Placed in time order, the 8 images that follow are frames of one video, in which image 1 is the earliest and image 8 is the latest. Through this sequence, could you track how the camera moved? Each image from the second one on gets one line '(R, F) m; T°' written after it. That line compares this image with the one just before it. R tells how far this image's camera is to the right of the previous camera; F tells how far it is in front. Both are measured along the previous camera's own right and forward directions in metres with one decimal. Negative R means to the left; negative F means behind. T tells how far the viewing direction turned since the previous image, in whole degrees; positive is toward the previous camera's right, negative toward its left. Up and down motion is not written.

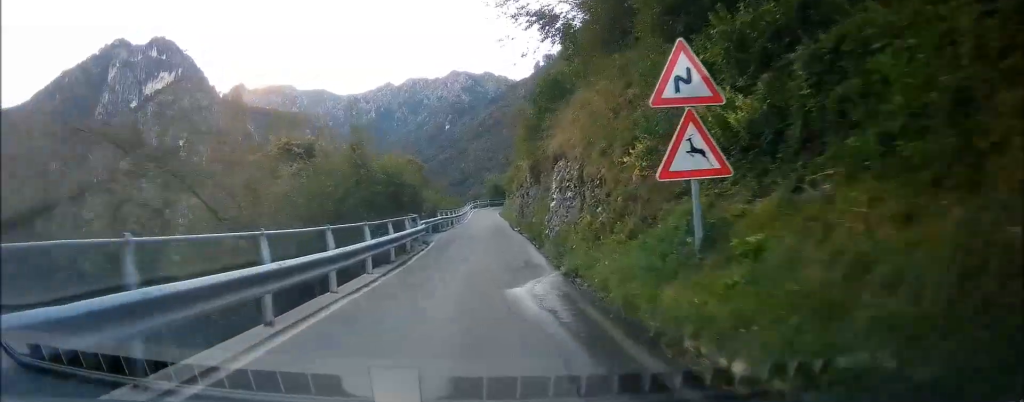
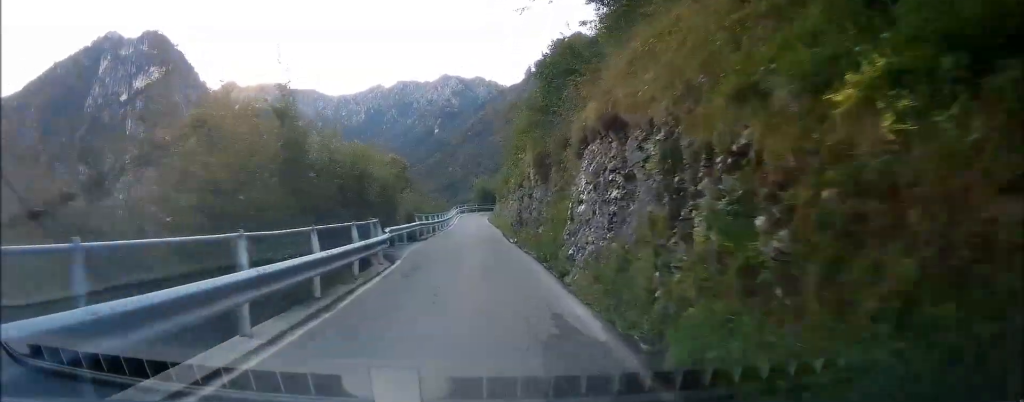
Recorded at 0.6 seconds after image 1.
(+0.2, +6.8) m; +1°
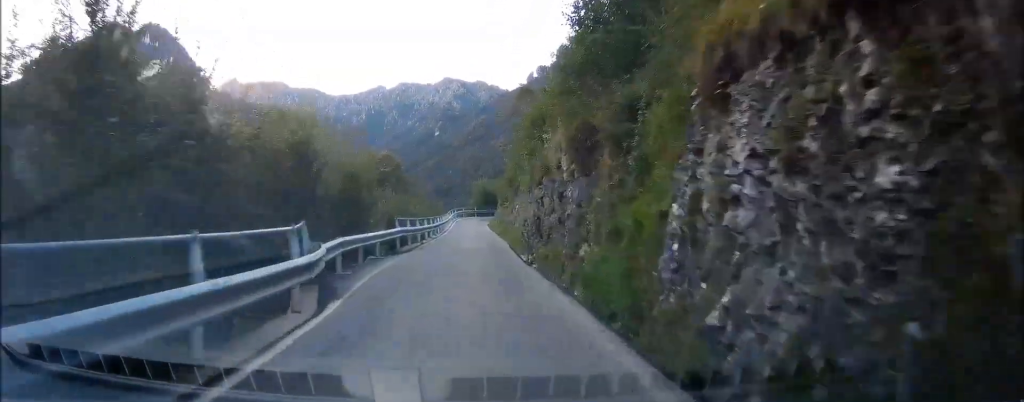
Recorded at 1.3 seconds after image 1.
(+0.3, +7.9) m; 0°
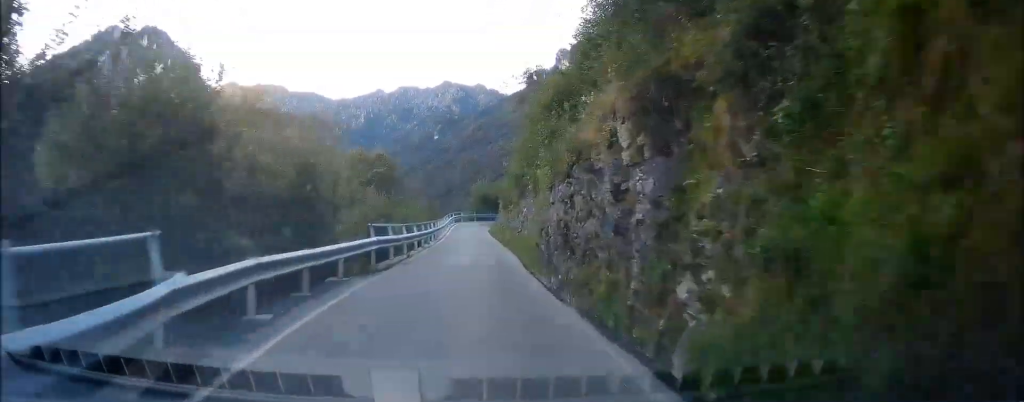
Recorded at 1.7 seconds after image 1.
(-0.2, +5.9) m; -1°
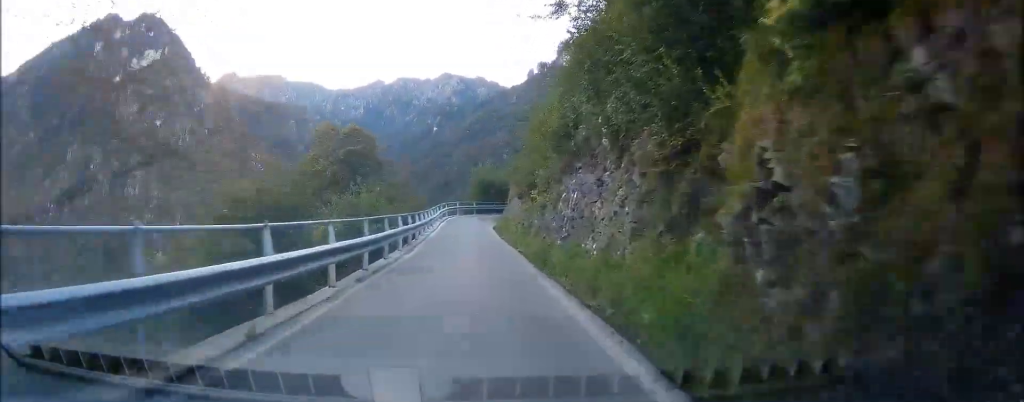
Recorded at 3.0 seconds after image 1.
(-0.5, +16.3) m; 0°
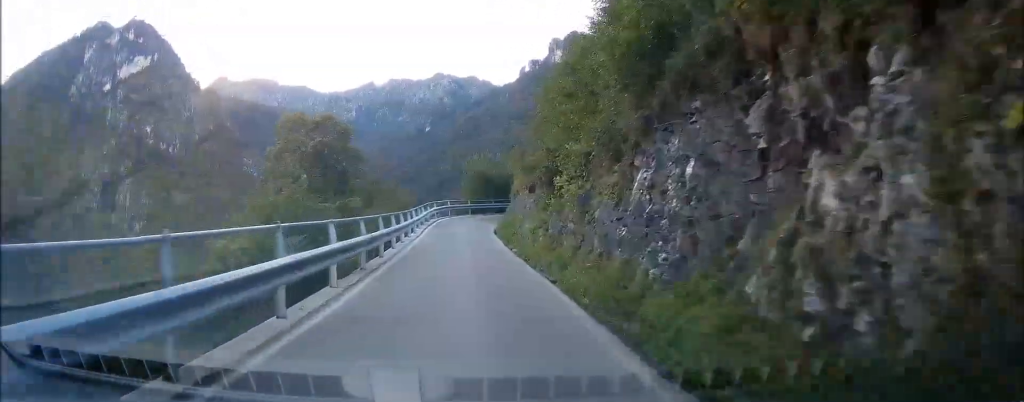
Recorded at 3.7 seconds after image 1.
(+0.2, +9.2) m; +1°
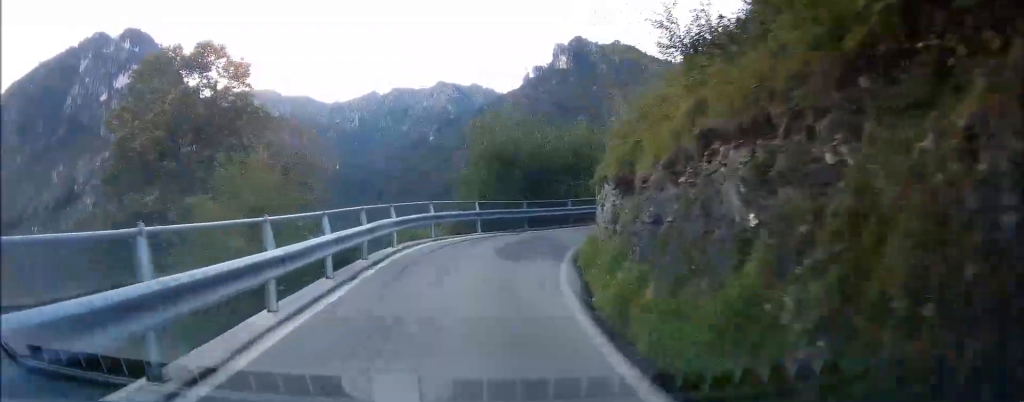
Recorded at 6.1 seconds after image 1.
(-0.6, +24.4) m; 0°
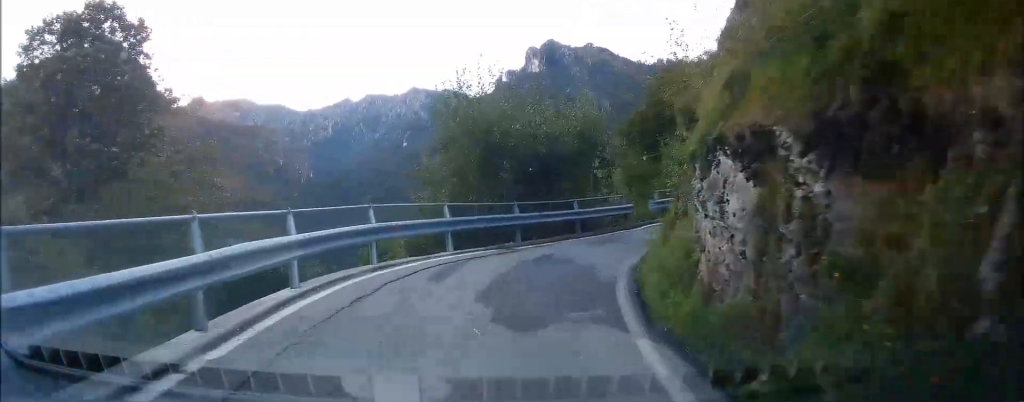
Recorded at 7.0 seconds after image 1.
(+0.4, +7.2) m; +8°
